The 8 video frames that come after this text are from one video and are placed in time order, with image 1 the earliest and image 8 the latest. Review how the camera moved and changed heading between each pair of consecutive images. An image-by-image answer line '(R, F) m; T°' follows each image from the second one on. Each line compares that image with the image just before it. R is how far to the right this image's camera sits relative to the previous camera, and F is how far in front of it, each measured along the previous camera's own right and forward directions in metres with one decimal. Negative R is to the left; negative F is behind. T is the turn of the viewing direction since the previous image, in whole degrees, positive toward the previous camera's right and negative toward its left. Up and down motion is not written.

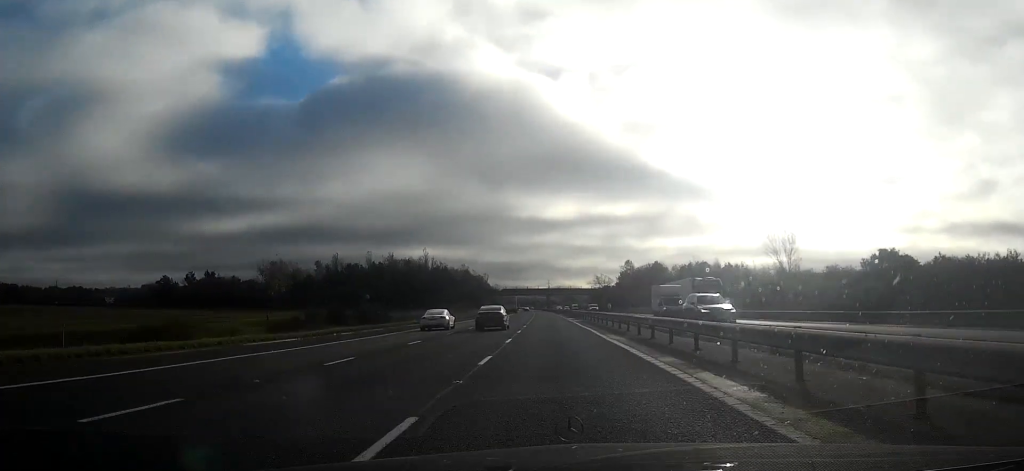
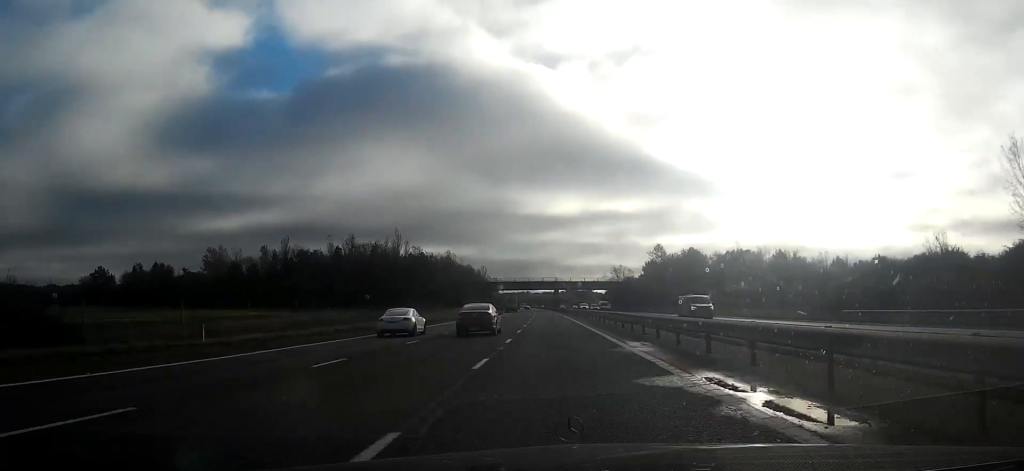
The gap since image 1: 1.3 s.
(-0.2, +45.7) m; -1°
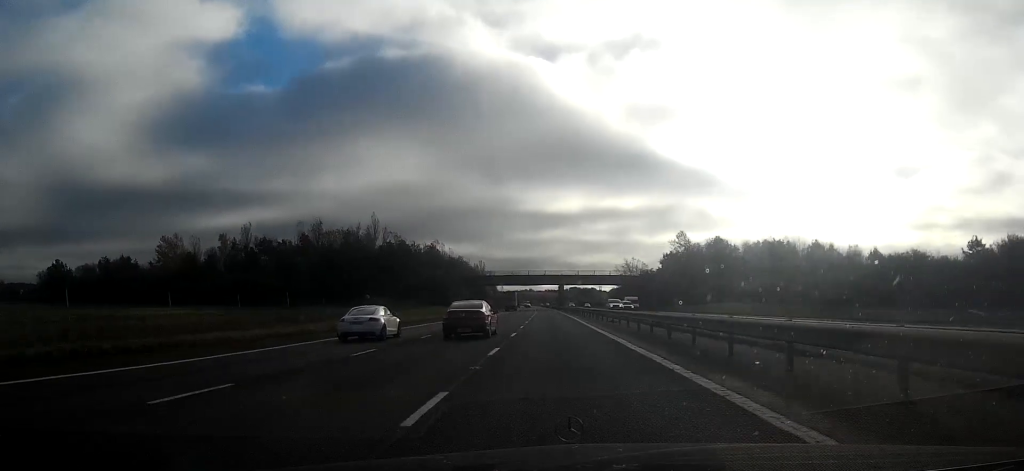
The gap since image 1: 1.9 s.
(-0.1, +24.1) m; 0°
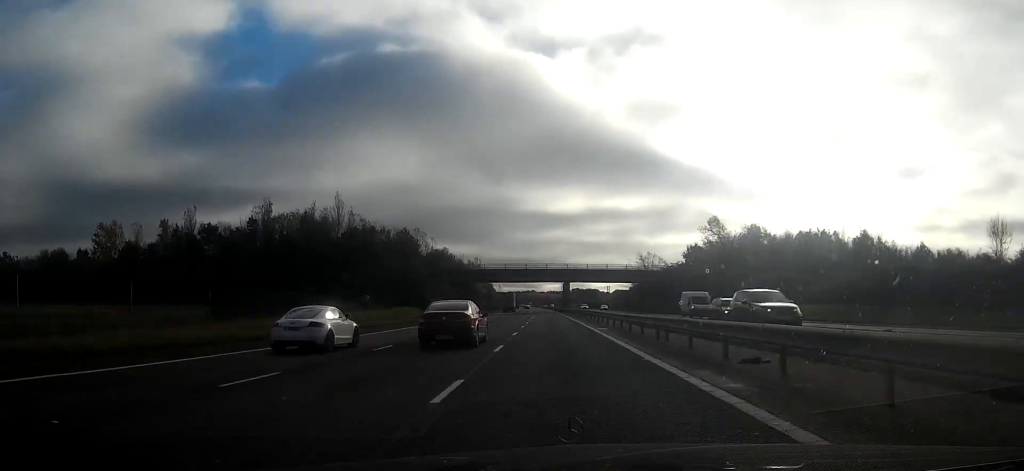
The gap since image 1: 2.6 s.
(0.0, +25.3) m; 0°
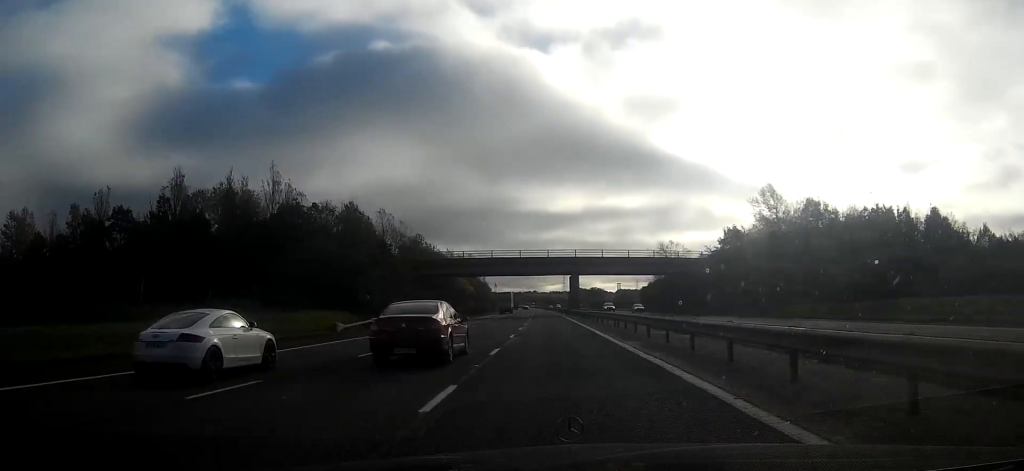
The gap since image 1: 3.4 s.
(-0.1, +27.7) m; 0°
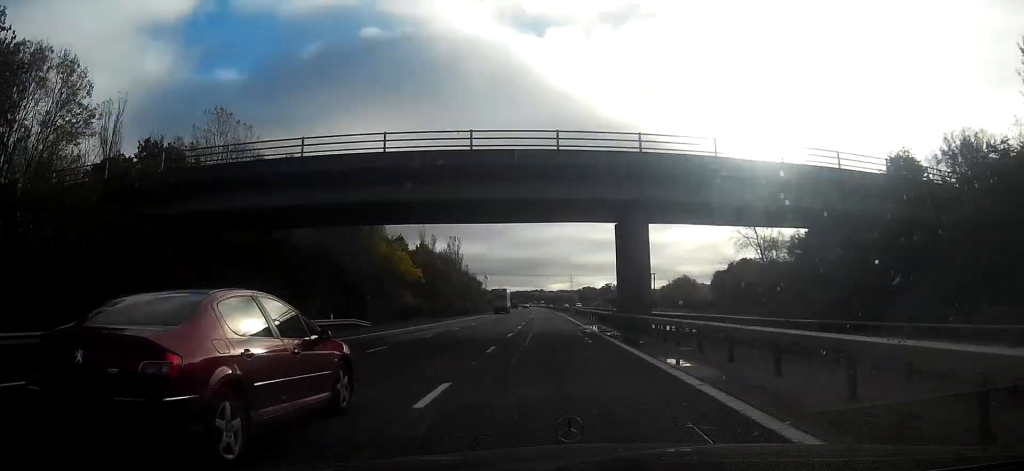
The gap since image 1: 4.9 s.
(-0.2, +54.4) m; -1°
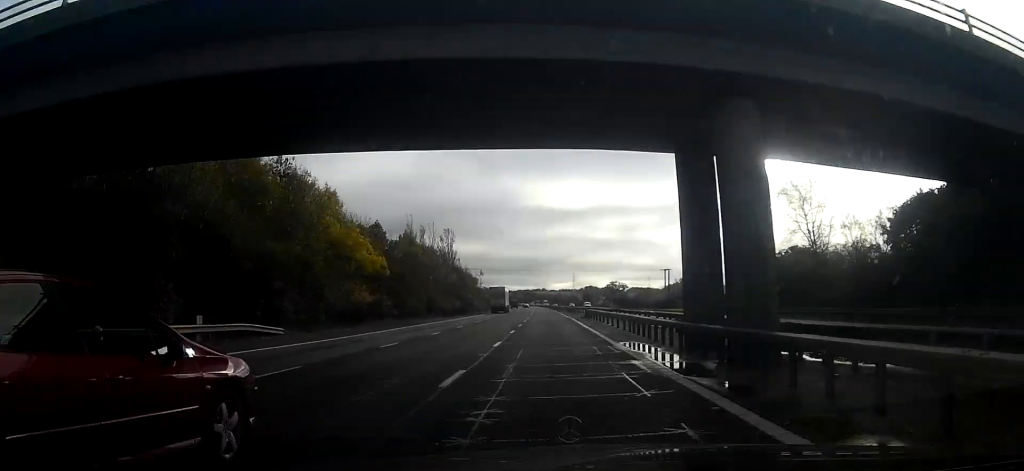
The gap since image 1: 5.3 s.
(-0.1, +15.7) m; 0°
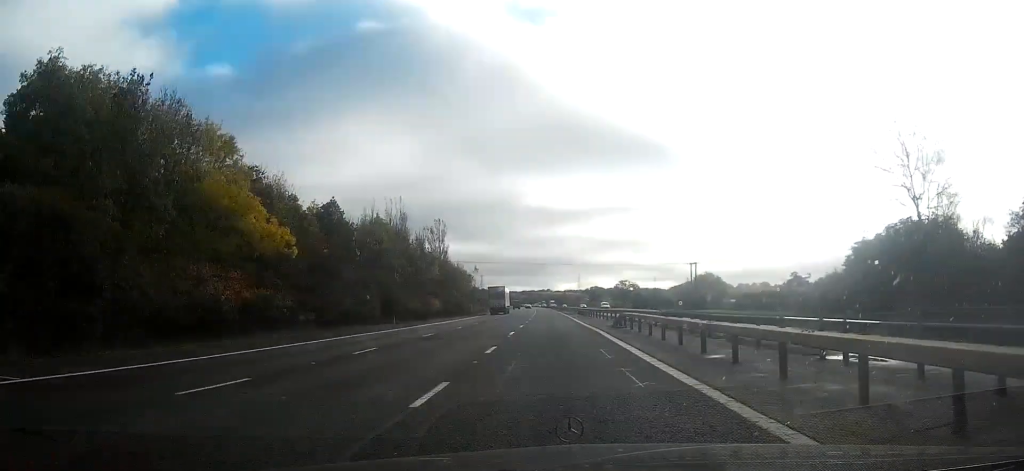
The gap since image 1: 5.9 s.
(+0.1, +20.6) m; 0°
